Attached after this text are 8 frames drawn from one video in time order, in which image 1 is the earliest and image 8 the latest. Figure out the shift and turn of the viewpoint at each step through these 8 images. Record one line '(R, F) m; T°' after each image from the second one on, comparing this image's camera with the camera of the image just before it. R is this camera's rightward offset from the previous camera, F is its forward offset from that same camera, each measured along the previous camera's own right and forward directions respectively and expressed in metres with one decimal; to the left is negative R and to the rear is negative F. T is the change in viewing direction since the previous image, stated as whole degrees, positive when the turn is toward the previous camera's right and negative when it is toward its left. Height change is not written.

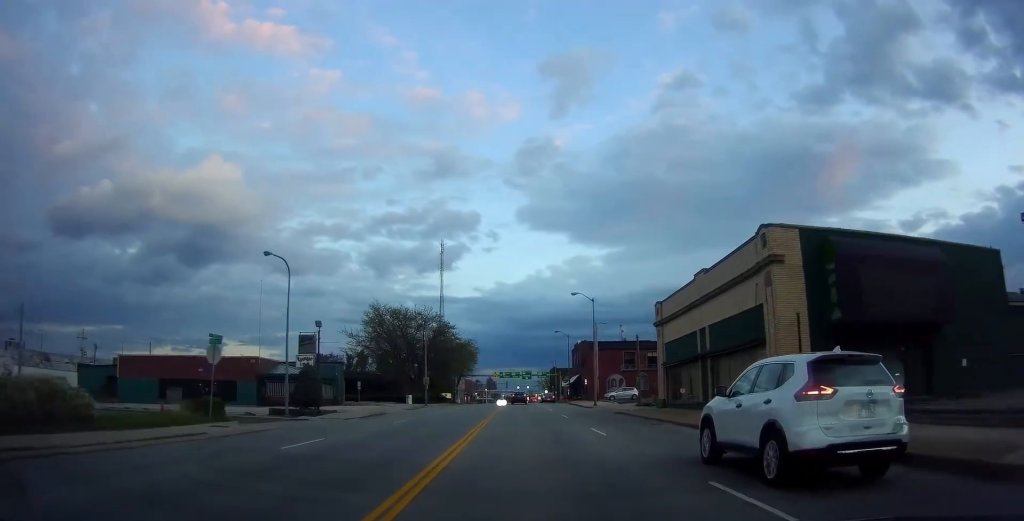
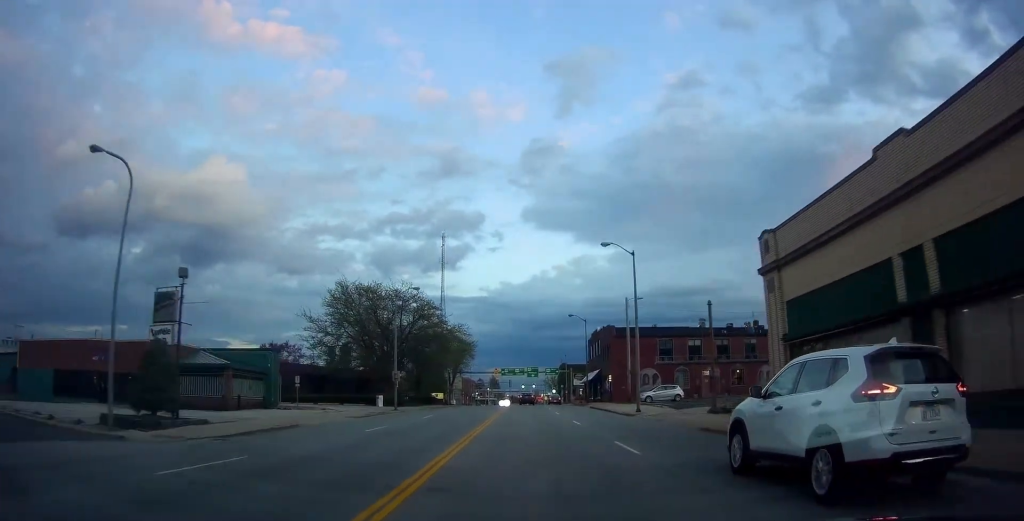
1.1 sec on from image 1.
(0.0, +17.2) m; 0°
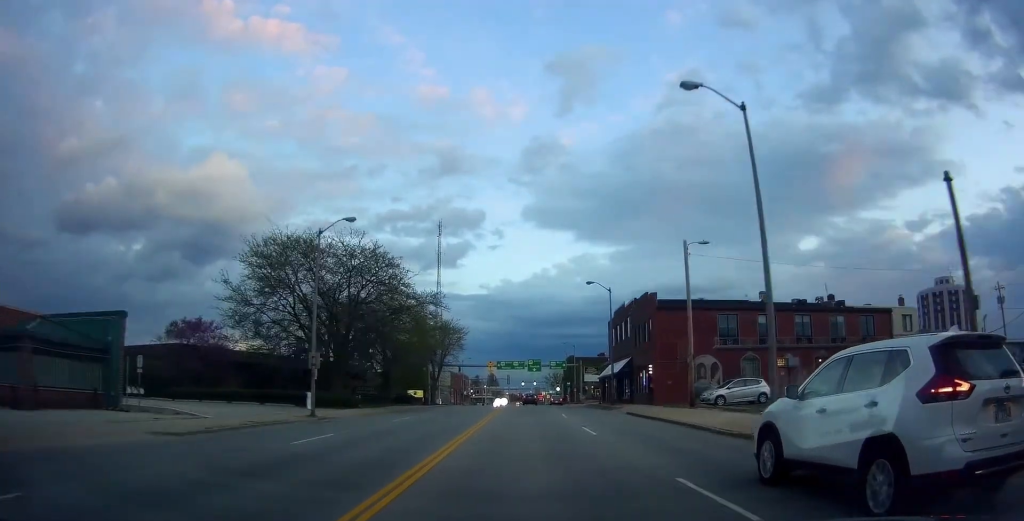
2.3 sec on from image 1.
(0.0, +18.6) m; 0°
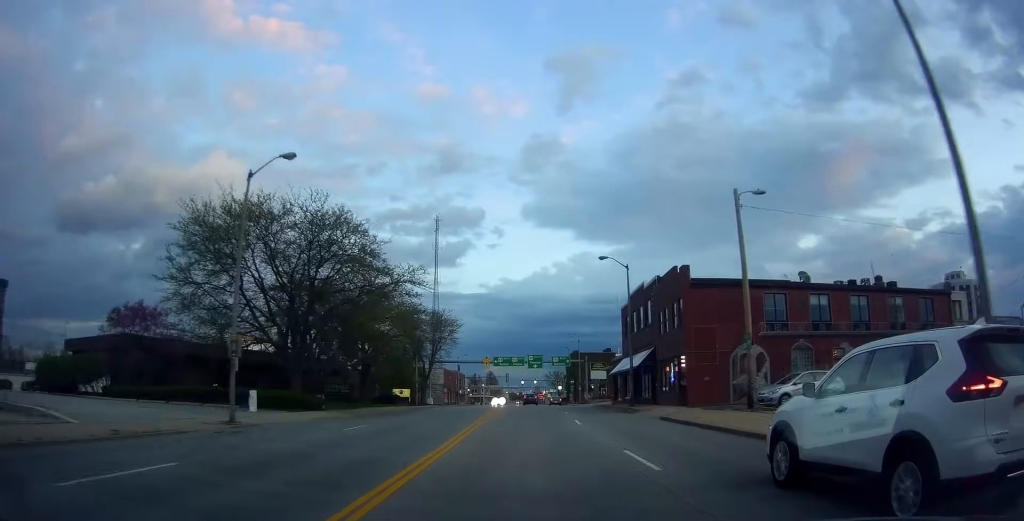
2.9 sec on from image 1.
(0.0, +8.3) m; +1°
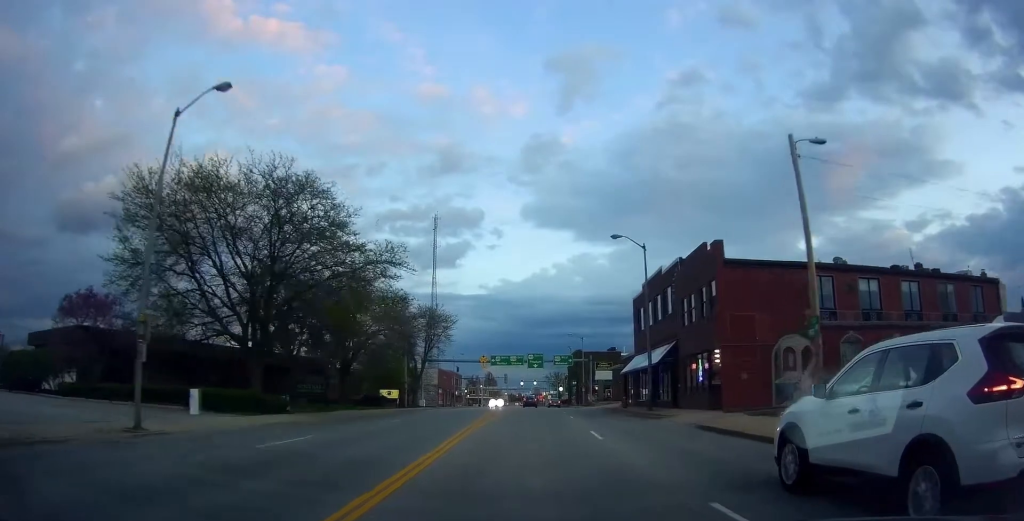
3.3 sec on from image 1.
(-0.1, +6.2) m; +1°
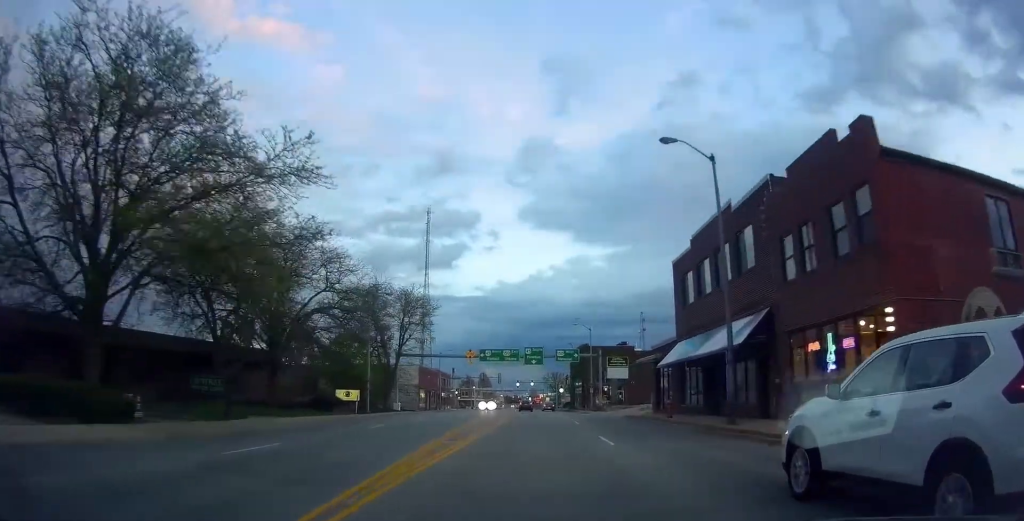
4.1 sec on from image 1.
(+0.4, +13.4) m; +1°
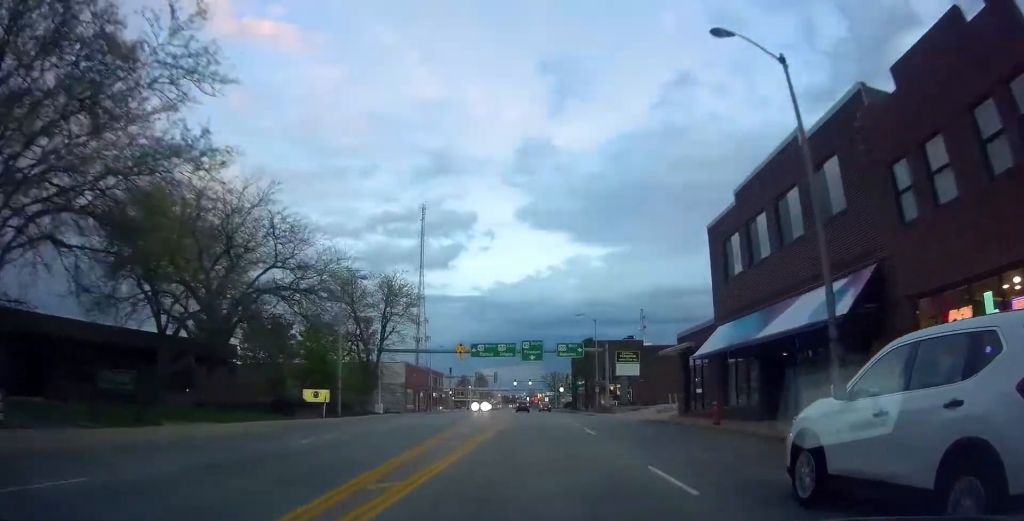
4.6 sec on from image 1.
(+0.4, +7.2) m; 0°
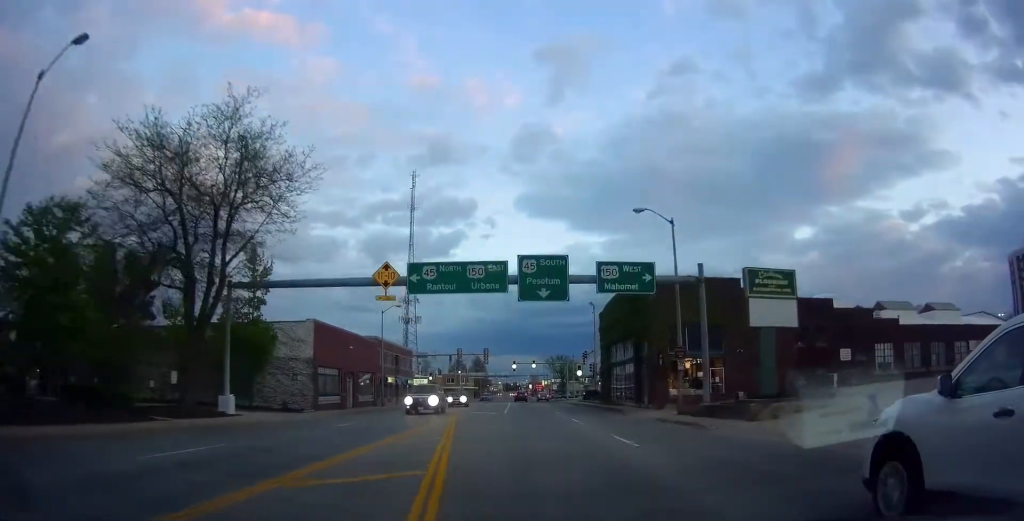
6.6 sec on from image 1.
(-1.7, +30.4) m; -3°
